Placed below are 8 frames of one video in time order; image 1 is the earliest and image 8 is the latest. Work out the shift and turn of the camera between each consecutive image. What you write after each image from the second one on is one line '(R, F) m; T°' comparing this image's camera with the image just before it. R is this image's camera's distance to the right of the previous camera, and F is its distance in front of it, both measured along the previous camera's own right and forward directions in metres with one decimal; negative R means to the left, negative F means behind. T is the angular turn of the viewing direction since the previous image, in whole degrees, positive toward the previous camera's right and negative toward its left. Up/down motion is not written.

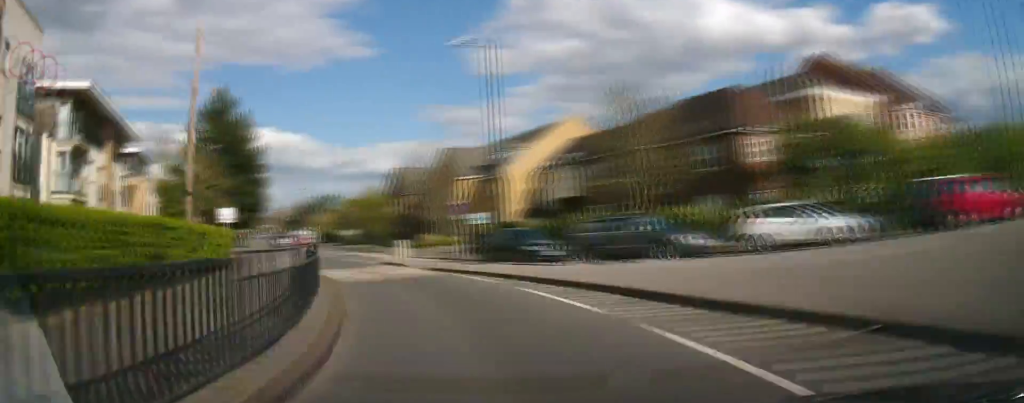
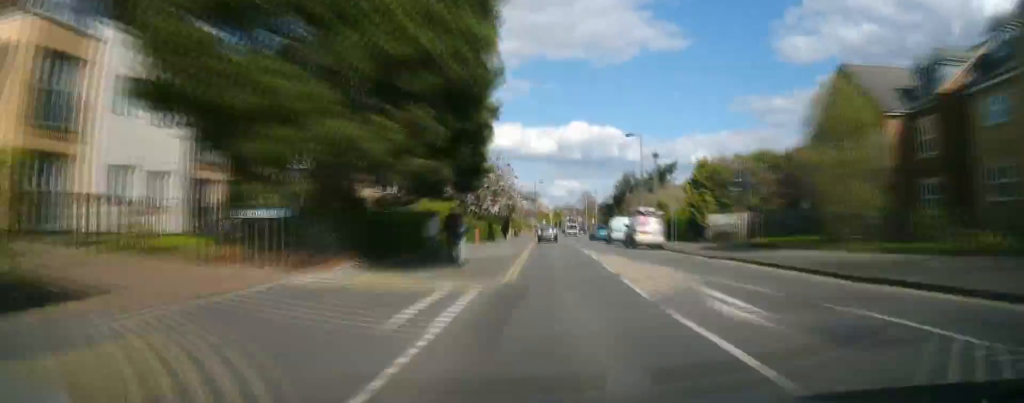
(-11.0, +43.7) m; -19°
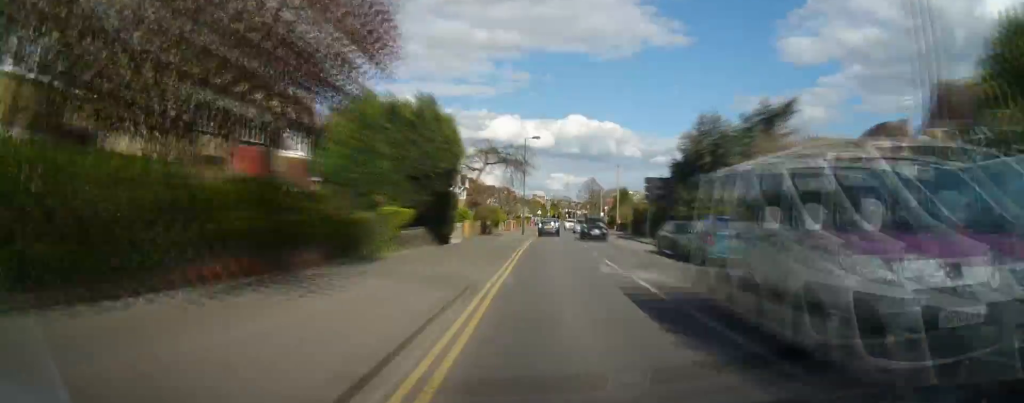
(-3.3, +39.5) m; -4°
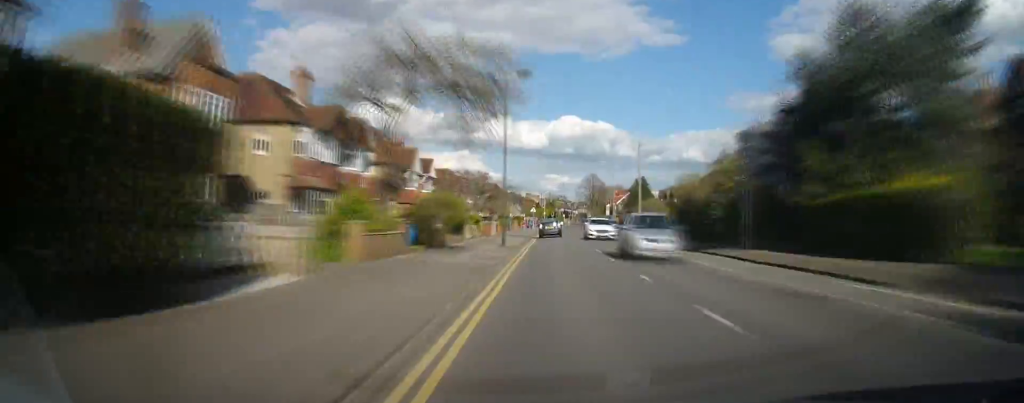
(-0.3, +21.6) m; 0°
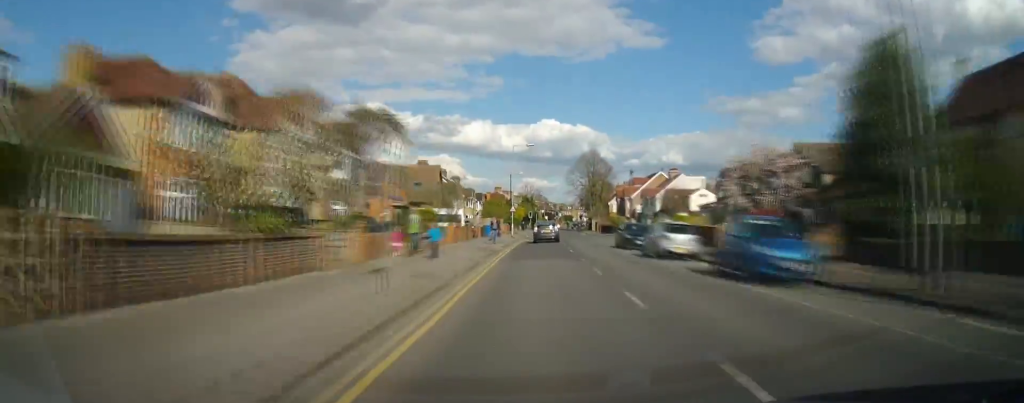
(+1.3, +62.0) m; +2°
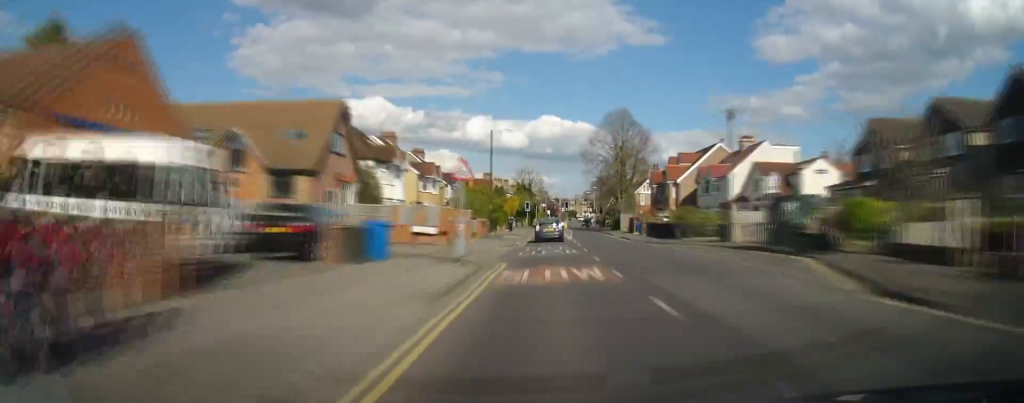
(0.0, +39.1) m; +1°
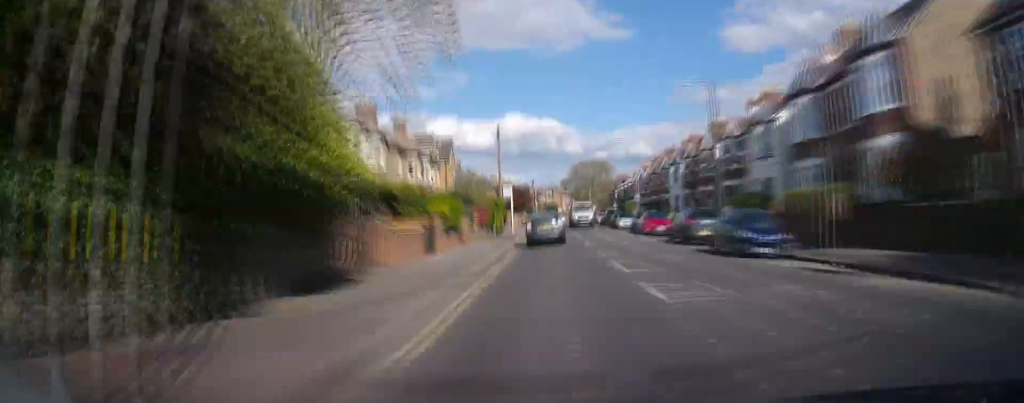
(+2.3, +106.4) m; +3°
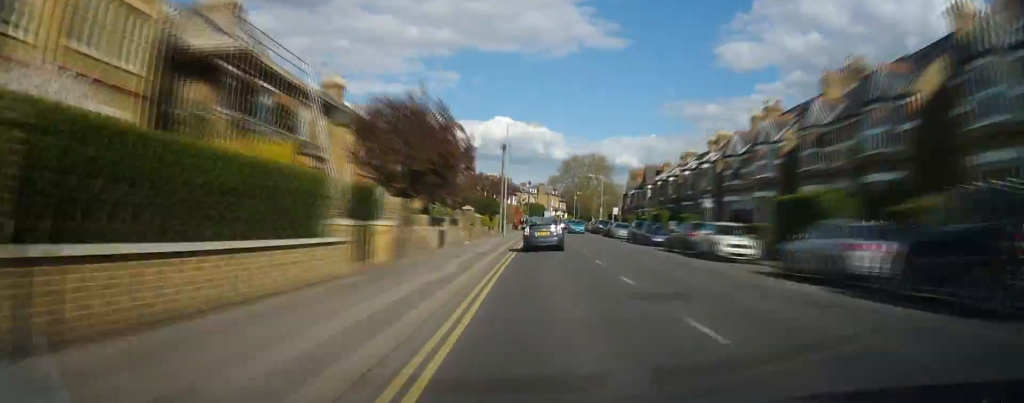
(+1.6, +62.1) m; +3°
